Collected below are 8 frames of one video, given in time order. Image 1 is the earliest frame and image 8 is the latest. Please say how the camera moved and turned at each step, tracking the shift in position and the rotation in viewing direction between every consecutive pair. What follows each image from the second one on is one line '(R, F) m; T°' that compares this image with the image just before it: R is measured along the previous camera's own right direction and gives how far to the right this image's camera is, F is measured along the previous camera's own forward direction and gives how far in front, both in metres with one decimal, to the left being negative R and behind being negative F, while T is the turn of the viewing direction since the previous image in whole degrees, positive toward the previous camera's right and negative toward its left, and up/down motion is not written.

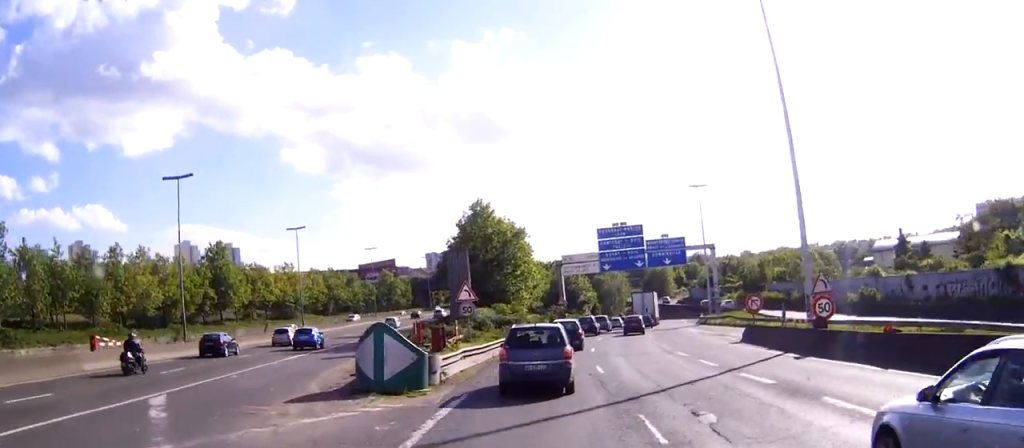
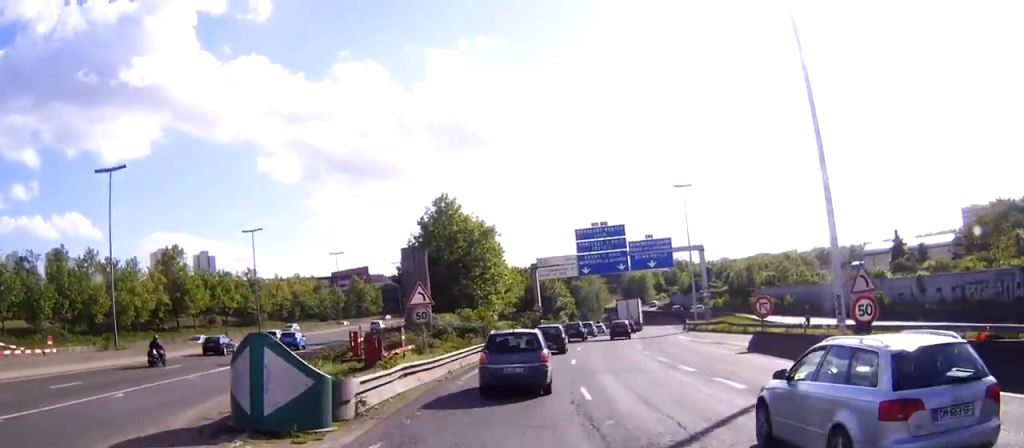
(0.0, +6.4) m; 0°
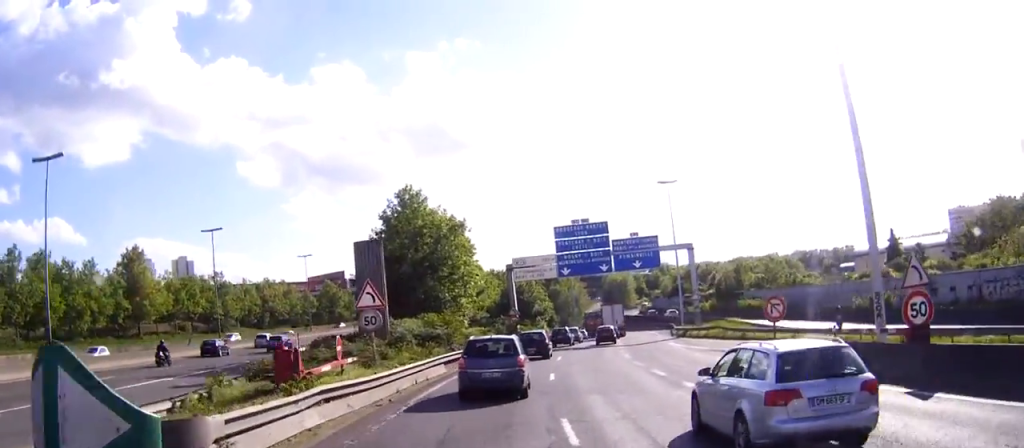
(0.0, +5.4) m; 0°
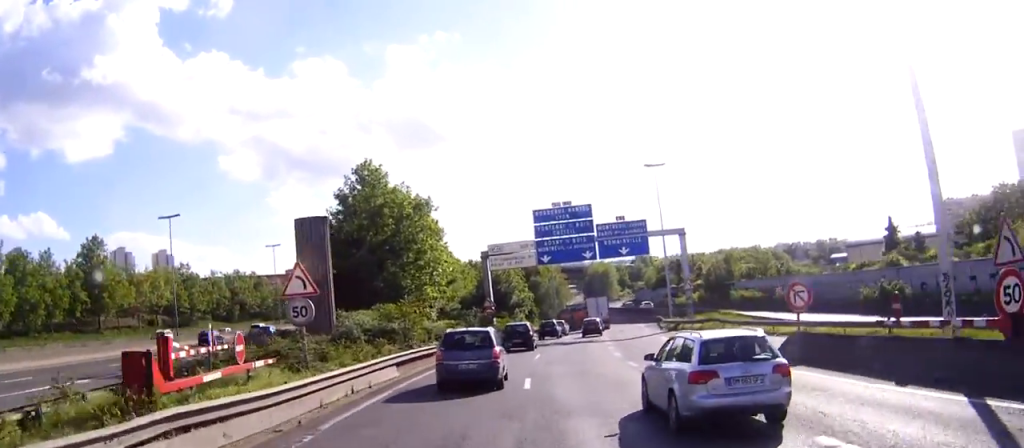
(0.0, +5.4) m; 0°
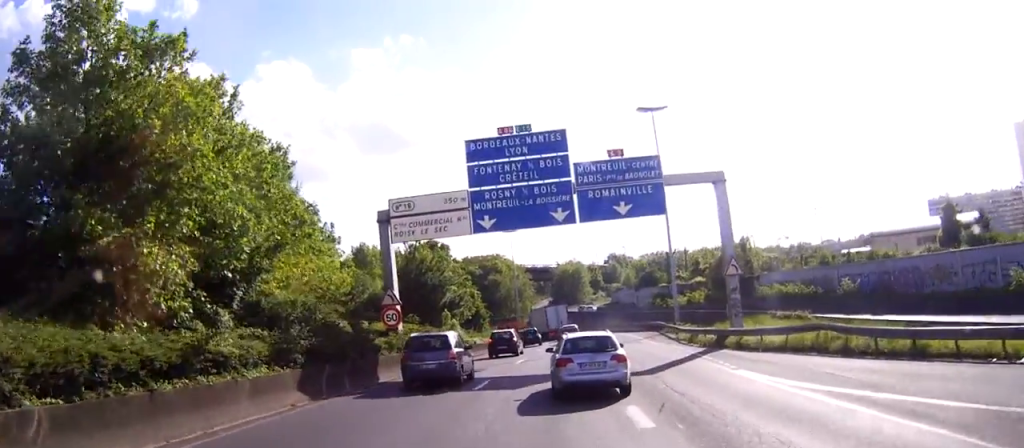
(+1.0, +24.9) m; +5°
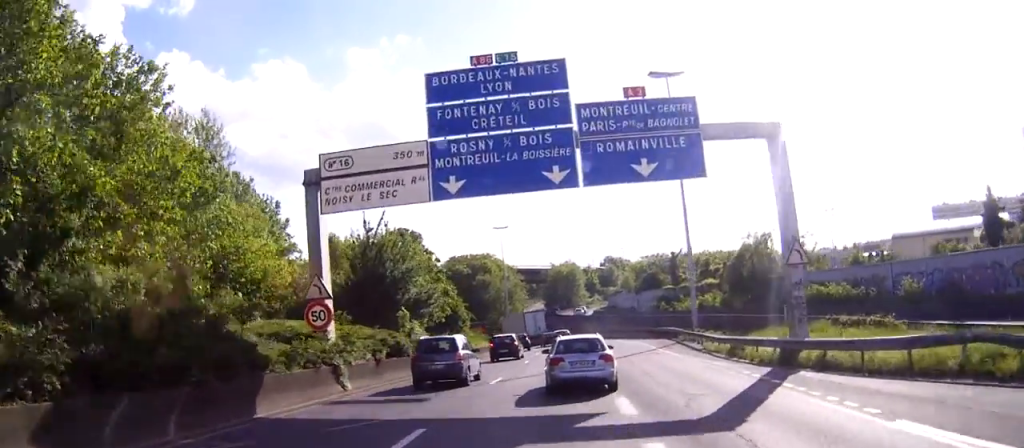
(+0.1, +10.4) m; +1°
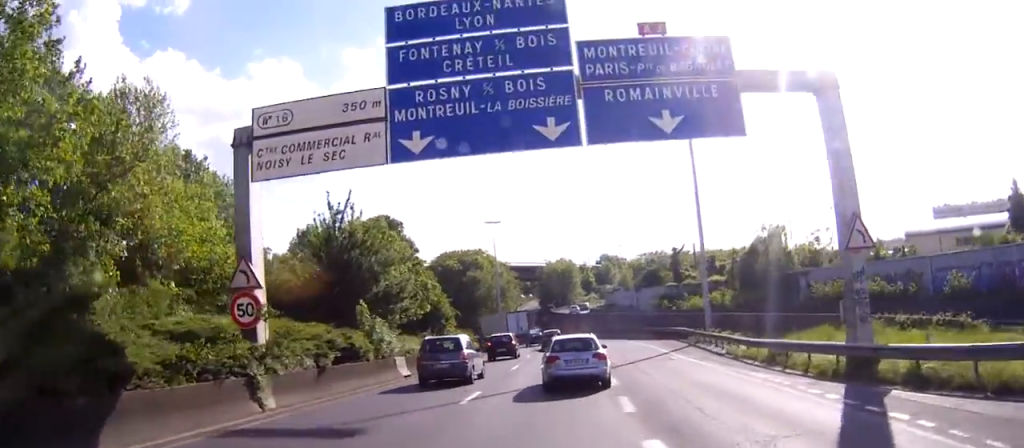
(+0.1, +6.5) m; 0°
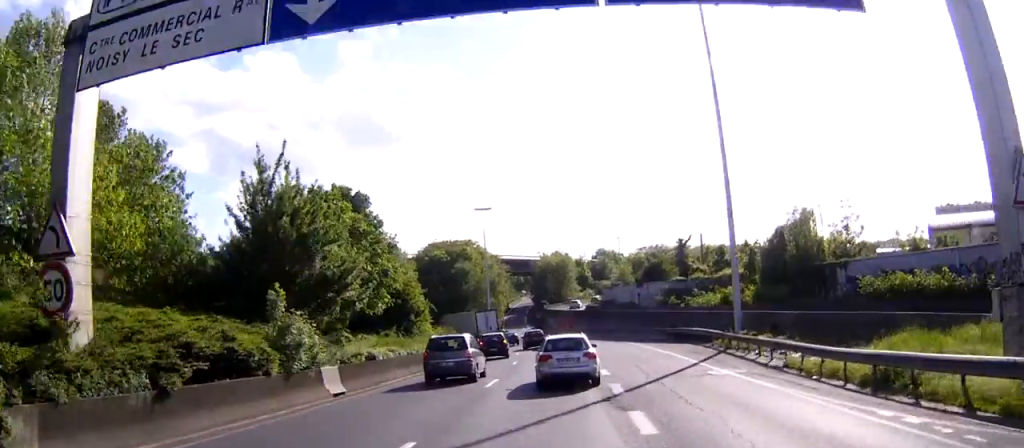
(0.0, +10.4) m; 0°
